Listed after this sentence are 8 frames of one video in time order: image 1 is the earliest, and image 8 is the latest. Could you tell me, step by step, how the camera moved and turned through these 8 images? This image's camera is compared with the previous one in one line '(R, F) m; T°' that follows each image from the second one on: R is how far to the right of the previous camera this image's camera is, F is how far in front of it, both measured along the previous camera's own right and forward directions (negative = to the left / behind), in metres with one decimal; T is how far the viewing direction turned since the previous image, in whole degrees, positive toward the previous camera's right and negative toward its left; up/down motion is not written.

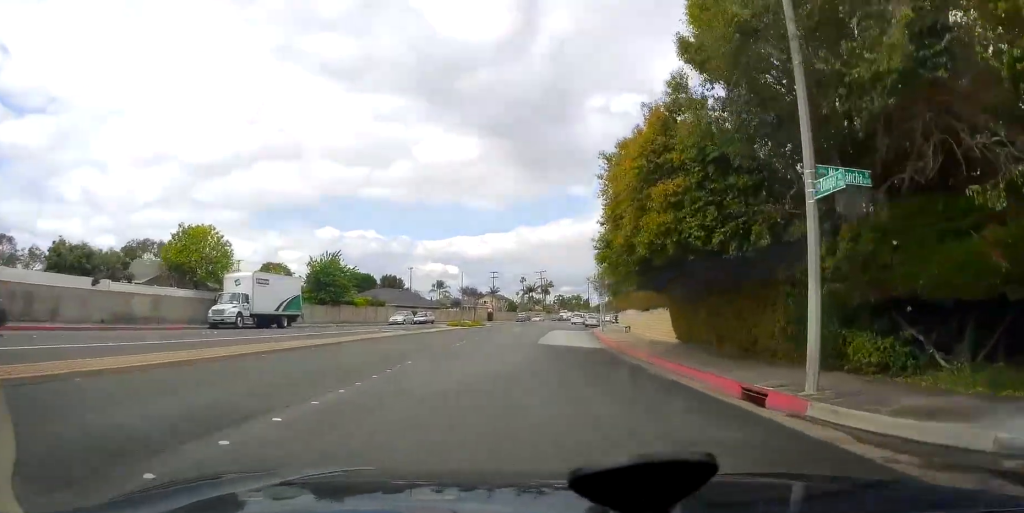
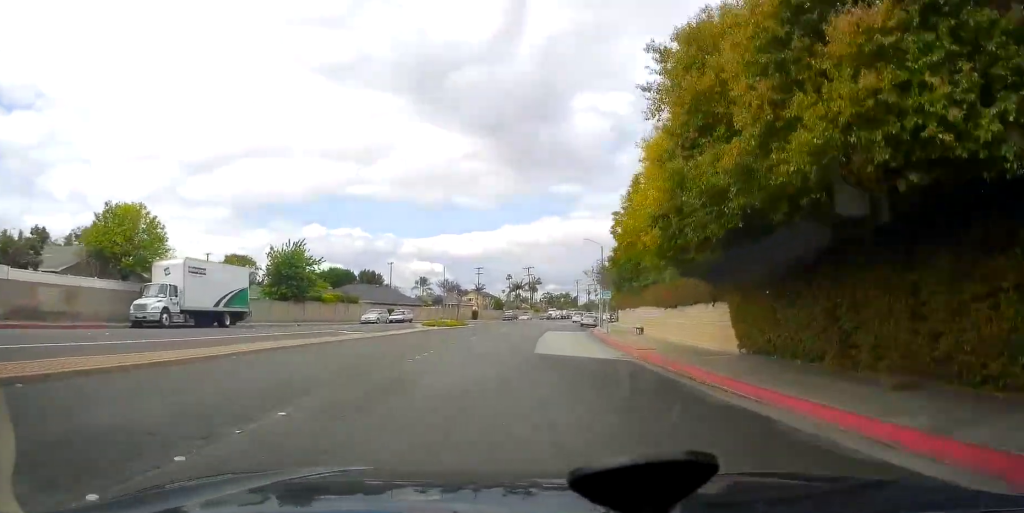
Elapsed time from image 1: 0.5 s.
(0.0, +8.4) m; 0°
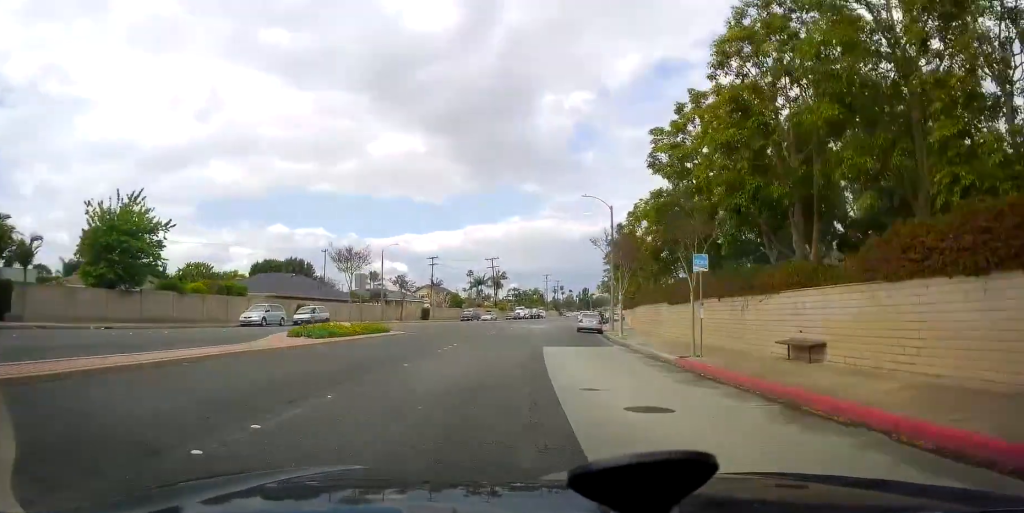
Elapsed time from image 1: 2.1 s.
(+0.2, +25.0) m; +6°
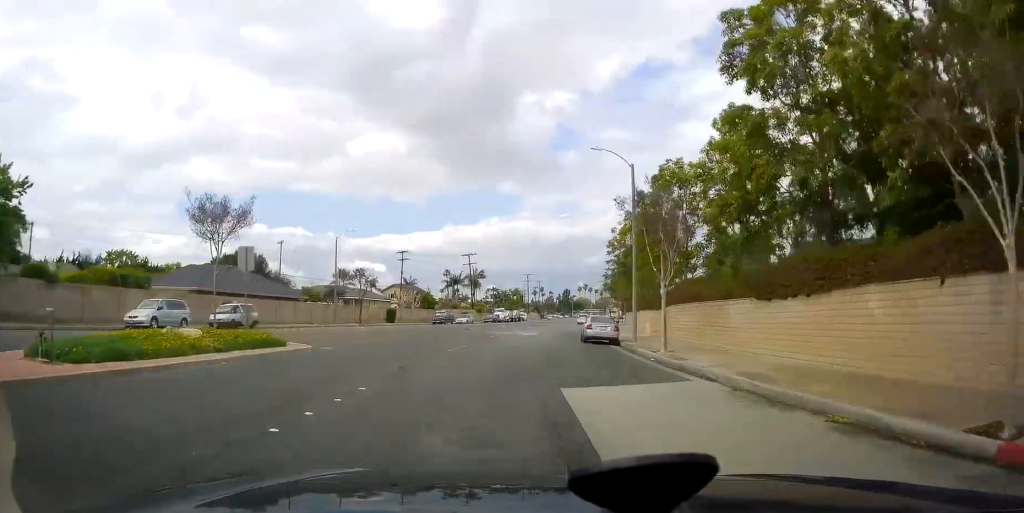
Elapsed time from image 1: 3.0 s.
(+1.2, +12.9) m; +1°
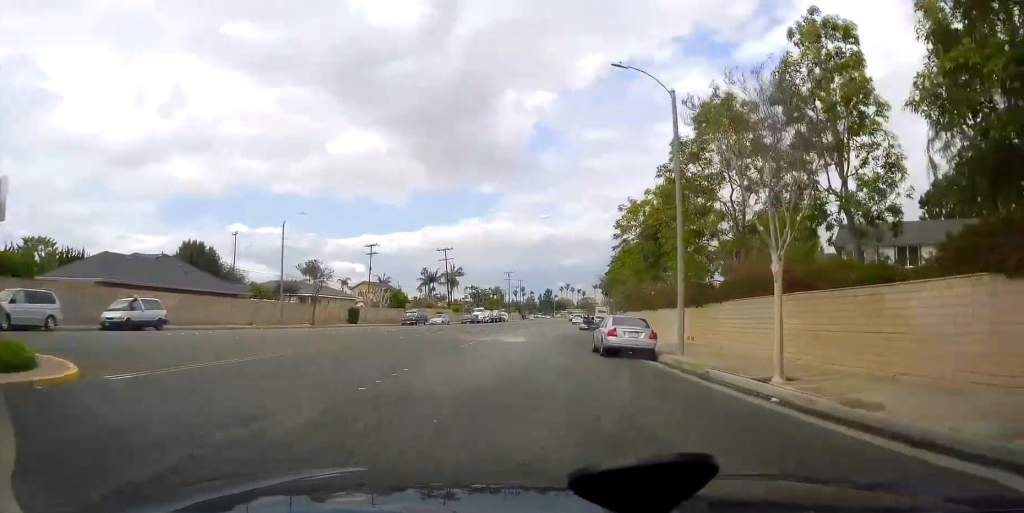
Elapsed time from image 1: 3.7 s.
(-0.5, +10.8) m; -1°
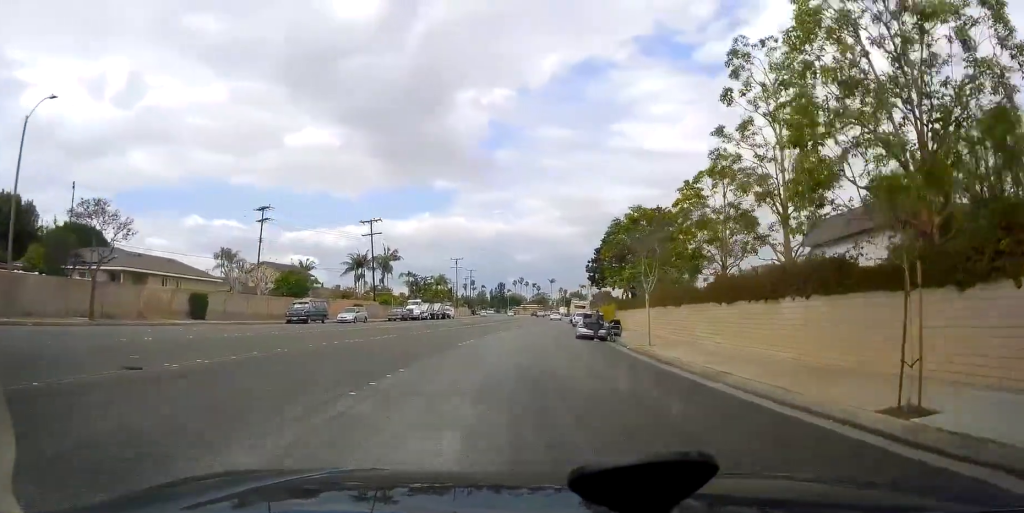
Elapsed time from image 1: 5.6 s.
(+1.6, +29.2) m; +7°
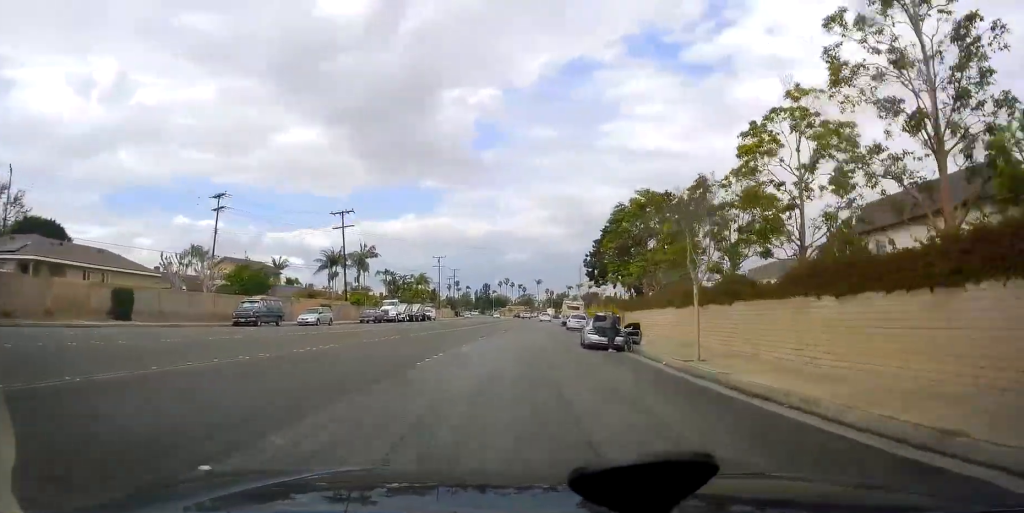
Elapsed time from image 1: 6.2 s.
(+0.3, +8.5) m; +1°
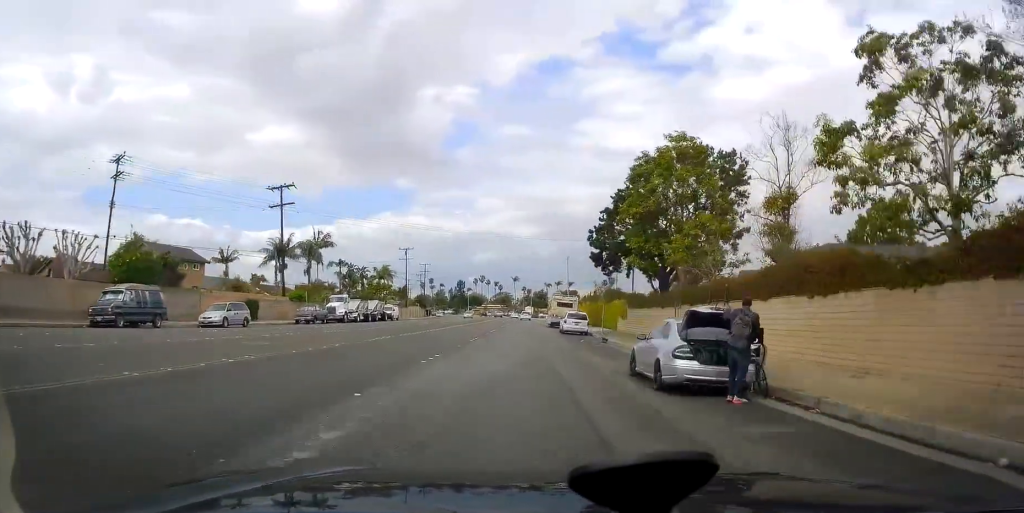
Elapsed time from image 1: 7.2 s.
(-0.4, +15.4) m; +2°
